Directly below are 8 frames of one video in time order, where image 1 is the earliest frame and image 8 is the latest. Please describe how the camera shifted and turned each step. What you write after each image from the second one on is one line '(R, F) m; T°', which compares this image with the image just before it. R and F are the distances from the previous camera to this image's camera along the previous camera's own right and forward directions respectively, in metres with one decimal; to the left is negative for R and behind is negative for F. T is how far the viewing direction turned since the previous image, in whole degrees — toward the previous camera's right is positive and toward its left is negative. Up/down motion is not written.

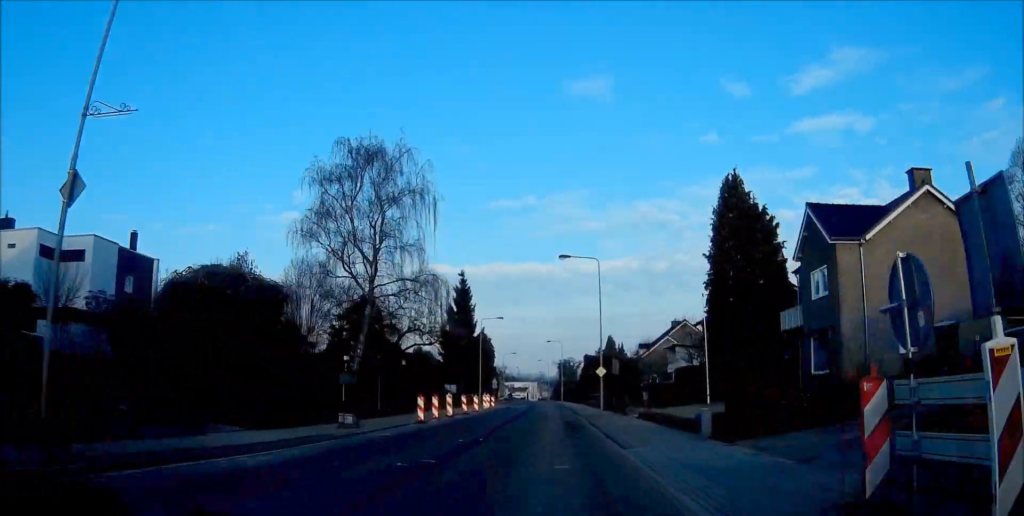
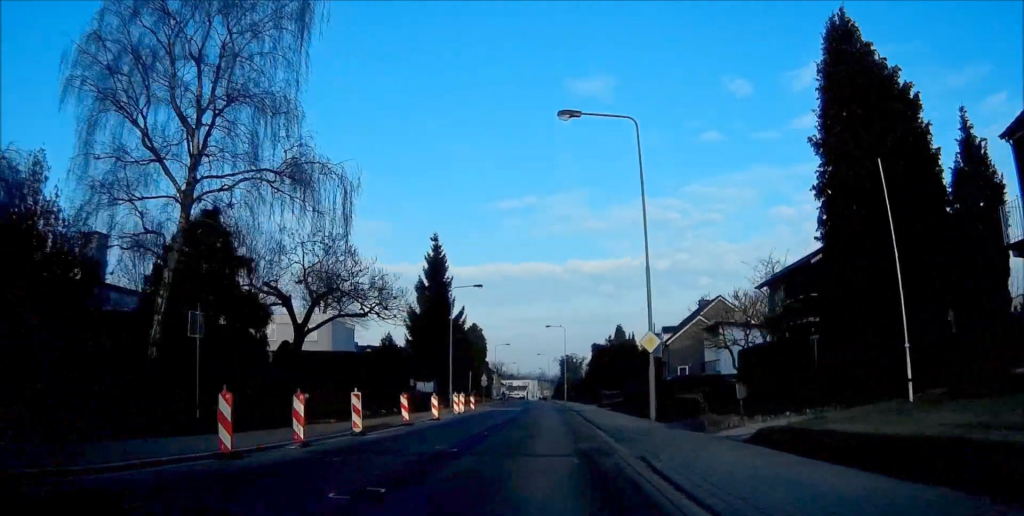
(0.0, +19.3) m; 0°
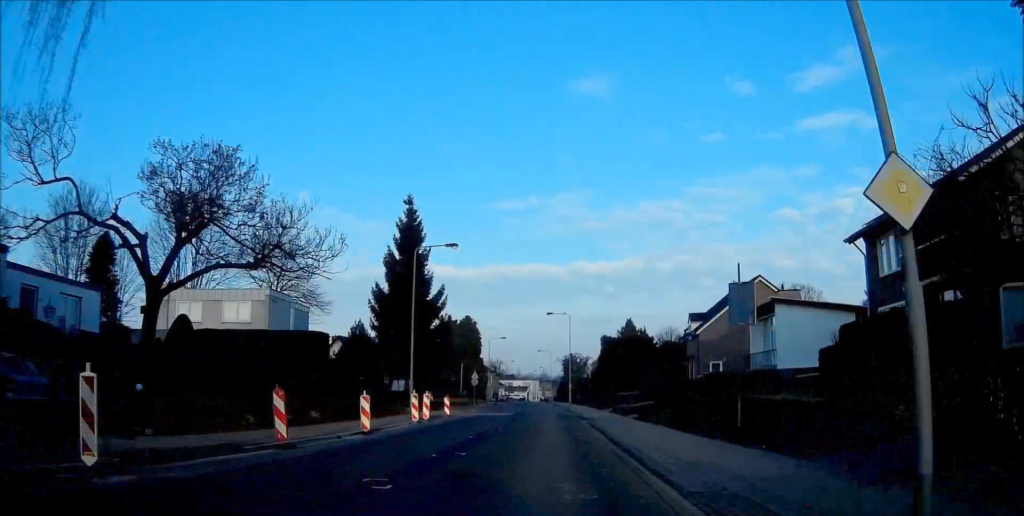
(+0.1, +13.4) m; 0°
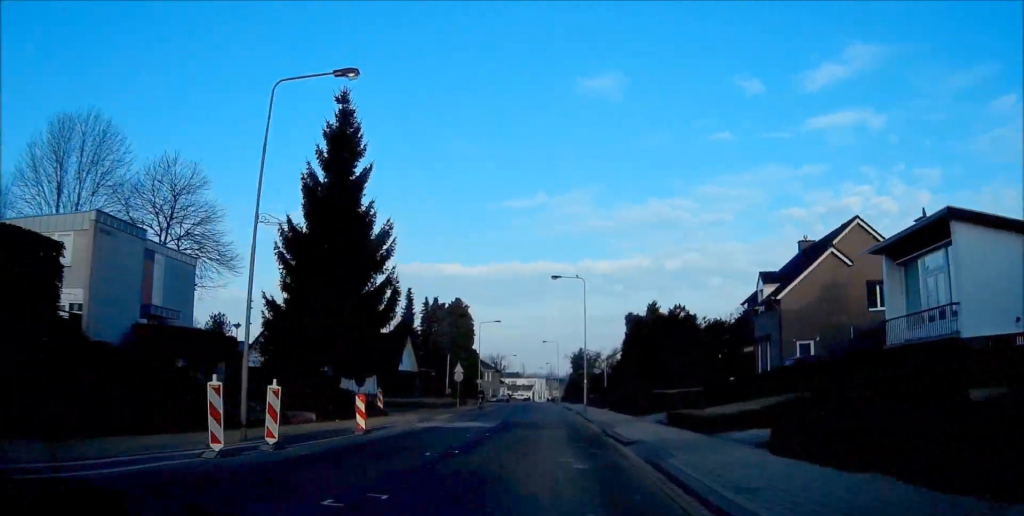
(0.0, +19.1) m; 0°
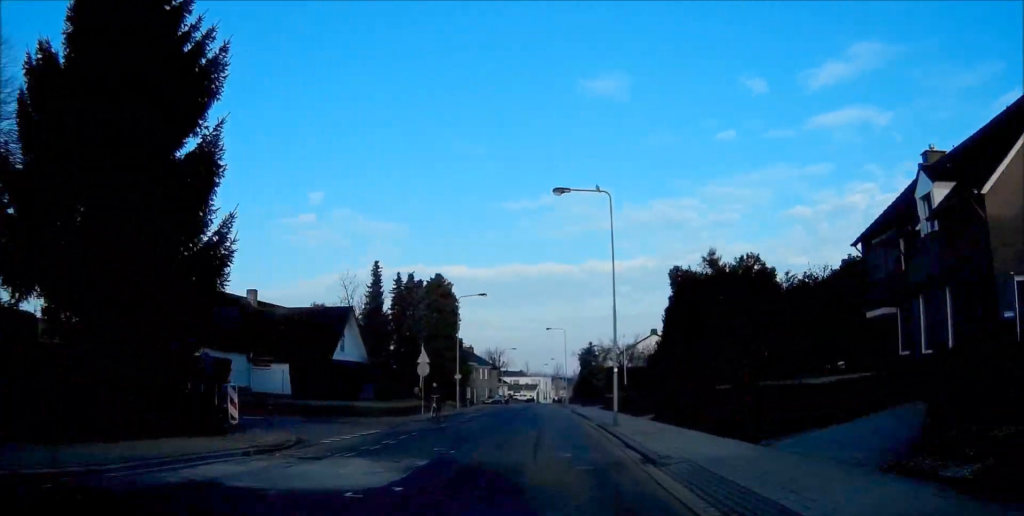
(0.0, +19.0) m; -1°
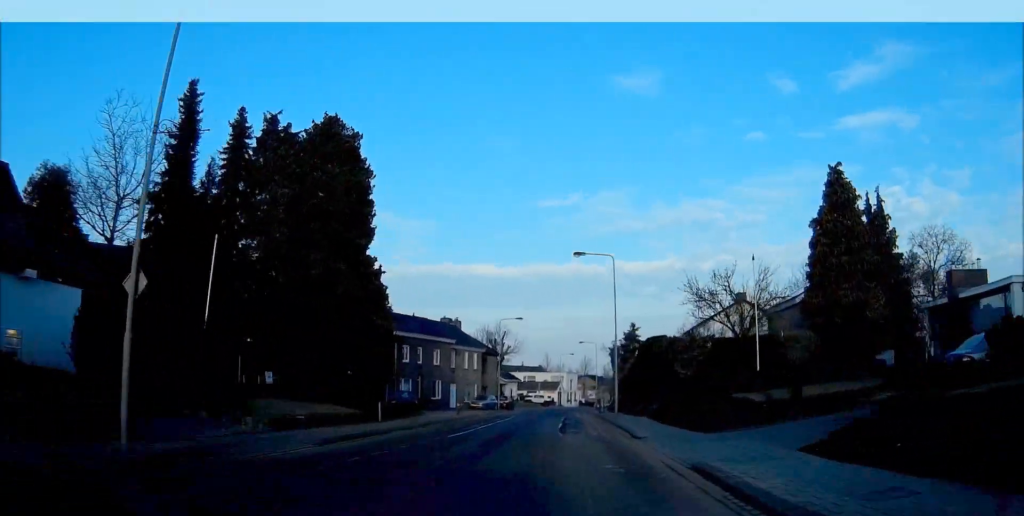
(-0.6, +41.5) m; 0°
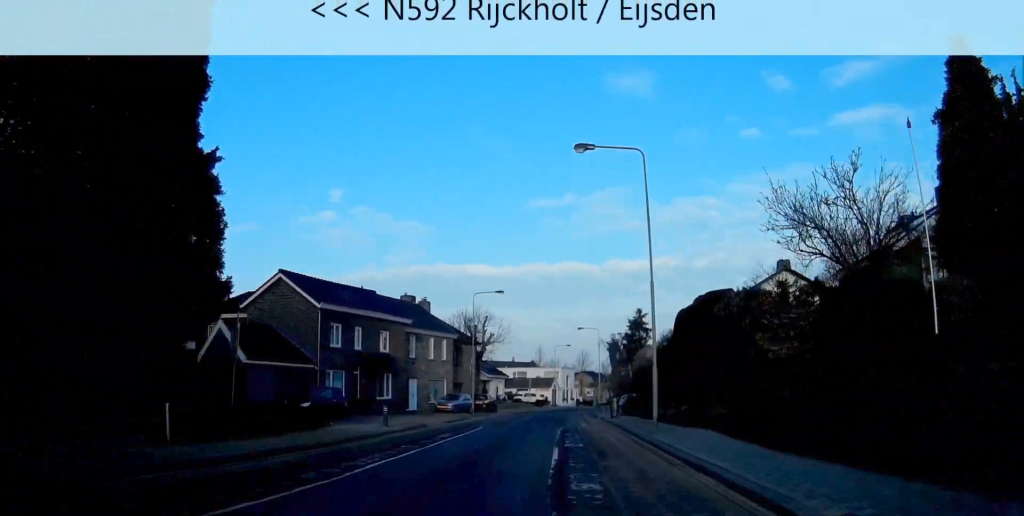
(+0.1, +16.0) m; +1°
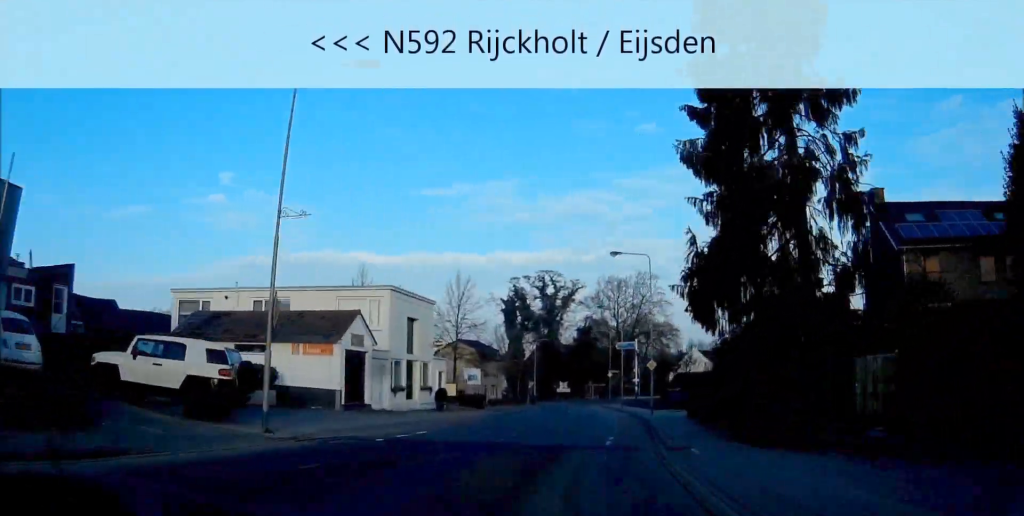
(+4.2, +78.8) m; +10°
